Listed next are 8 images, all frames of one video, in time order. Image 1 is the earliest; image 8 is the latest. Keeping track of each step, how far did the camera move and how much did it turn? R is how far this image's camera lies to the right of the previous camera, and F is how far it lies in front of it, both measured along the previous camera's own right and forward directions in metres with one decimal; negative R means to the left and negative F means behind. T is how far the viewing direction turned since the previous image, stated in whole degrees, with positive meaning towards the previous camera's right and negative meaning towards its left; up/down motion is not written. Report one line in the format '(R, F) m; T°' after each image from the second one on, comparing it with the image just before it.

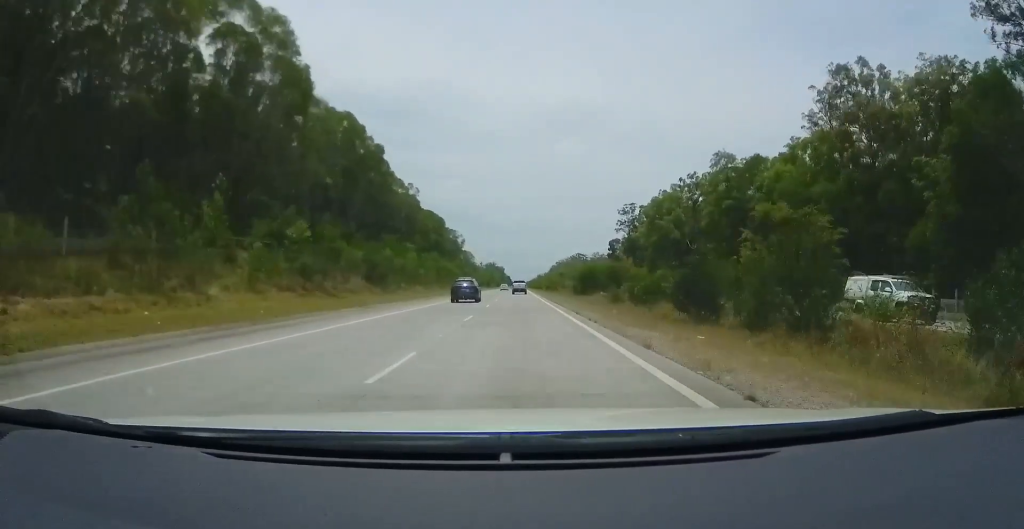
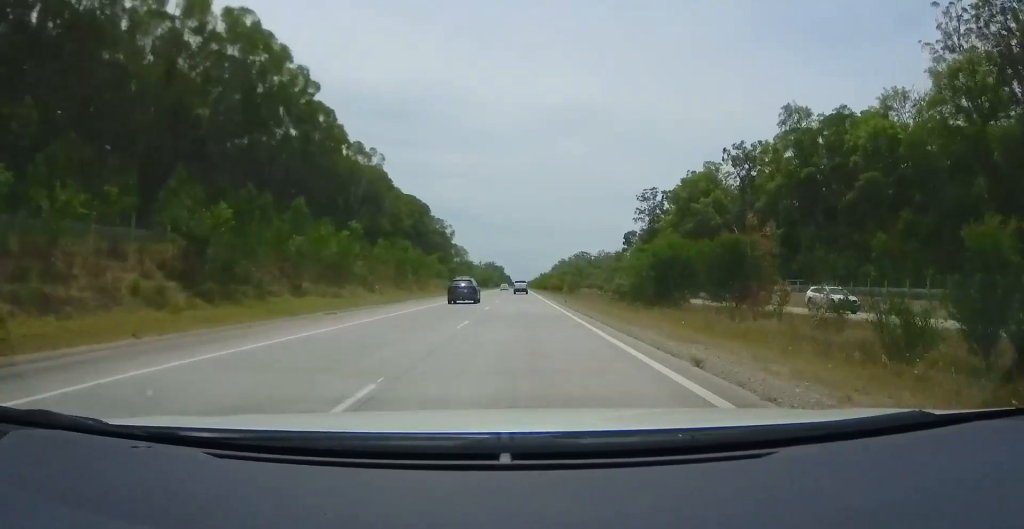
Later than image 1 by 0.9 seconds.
(+0.2, +27.8) m; 0°
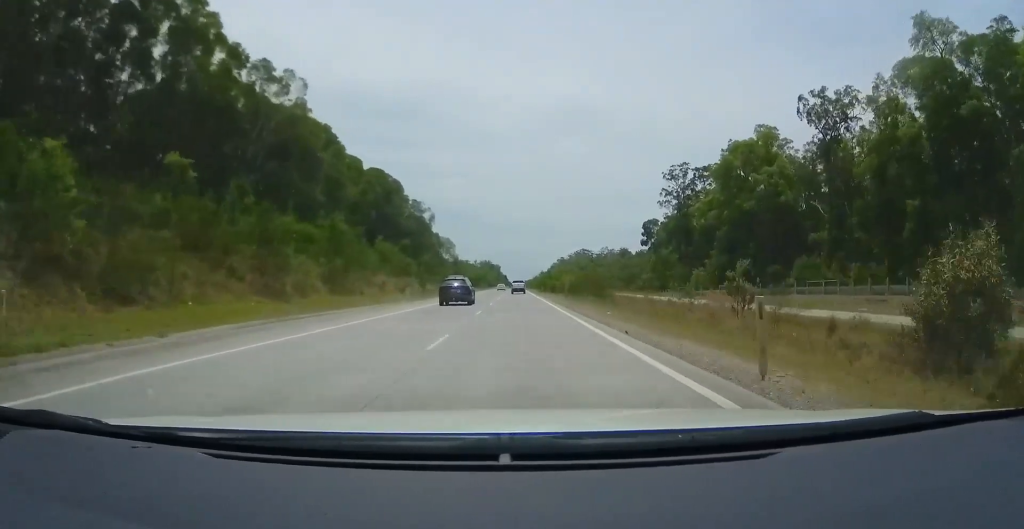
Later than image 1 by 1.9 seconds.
(-0.2, +29.1) m; -1°
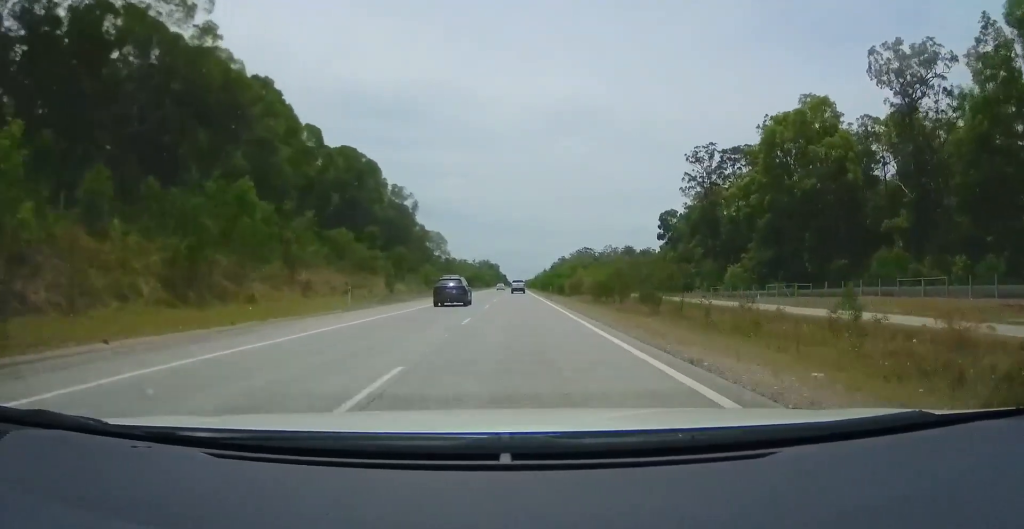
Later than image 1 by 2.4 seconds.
(-0.1, +17.0) m; 0°
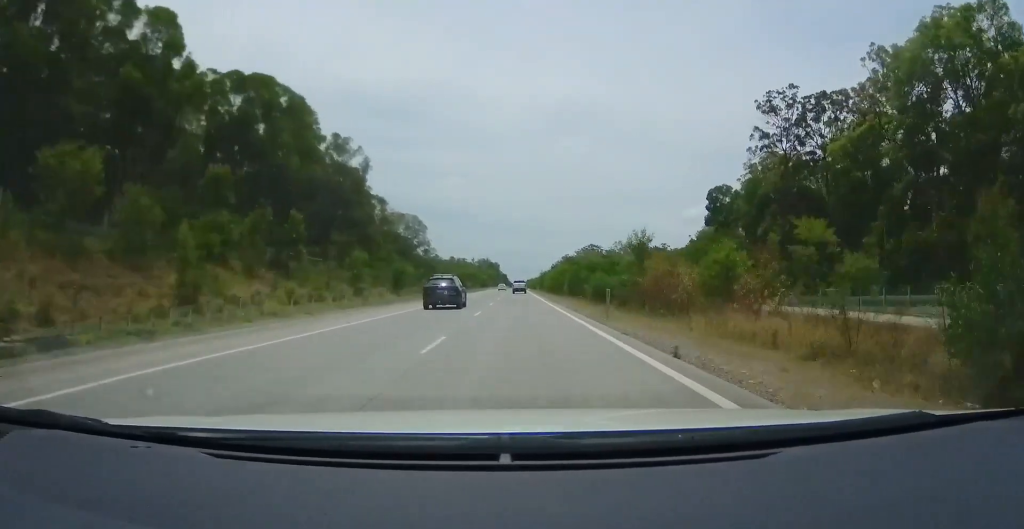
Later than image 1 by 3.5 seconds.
(+0.1, +31.5) m; +1°
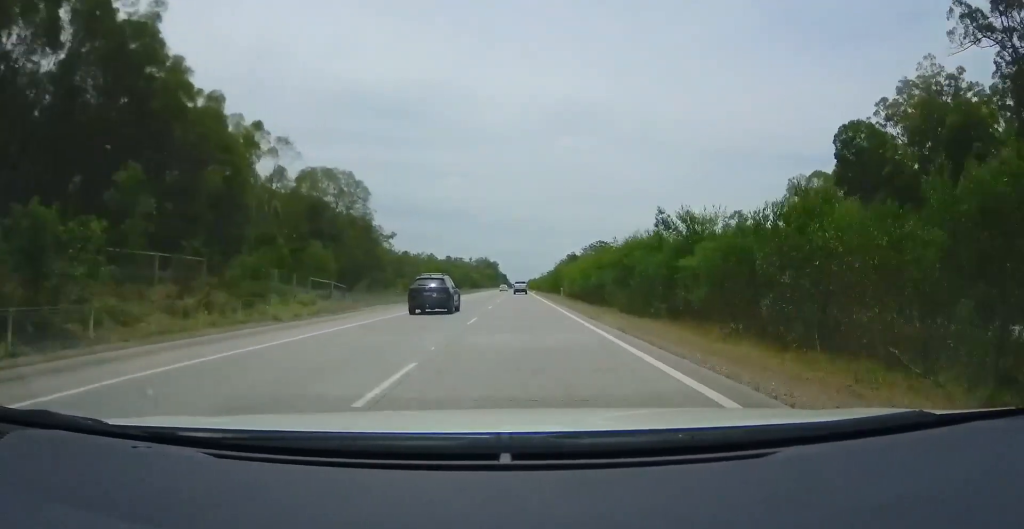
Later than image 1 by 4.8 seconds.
(+0.2, +39.9) m; 0°
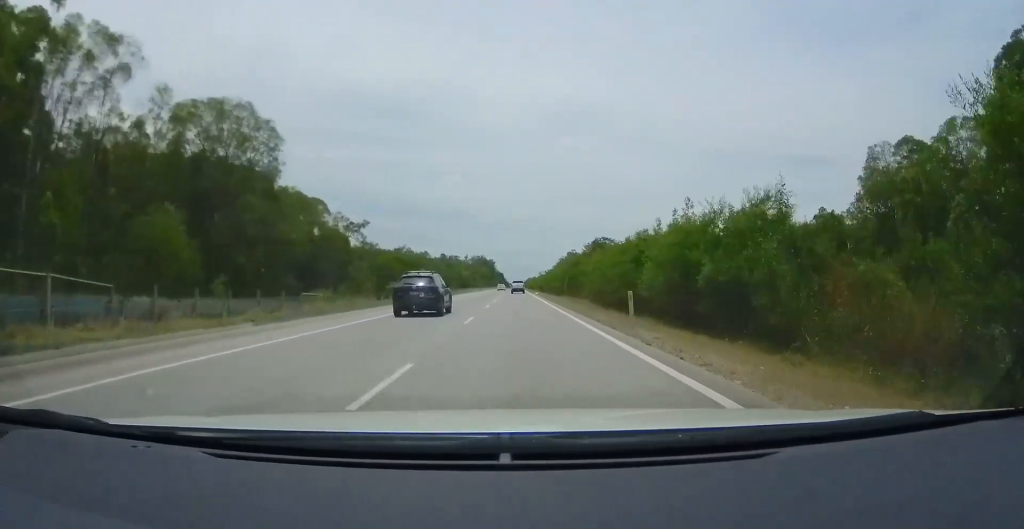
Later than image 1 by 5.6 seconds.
(-0.1, +24.1) m; 0°
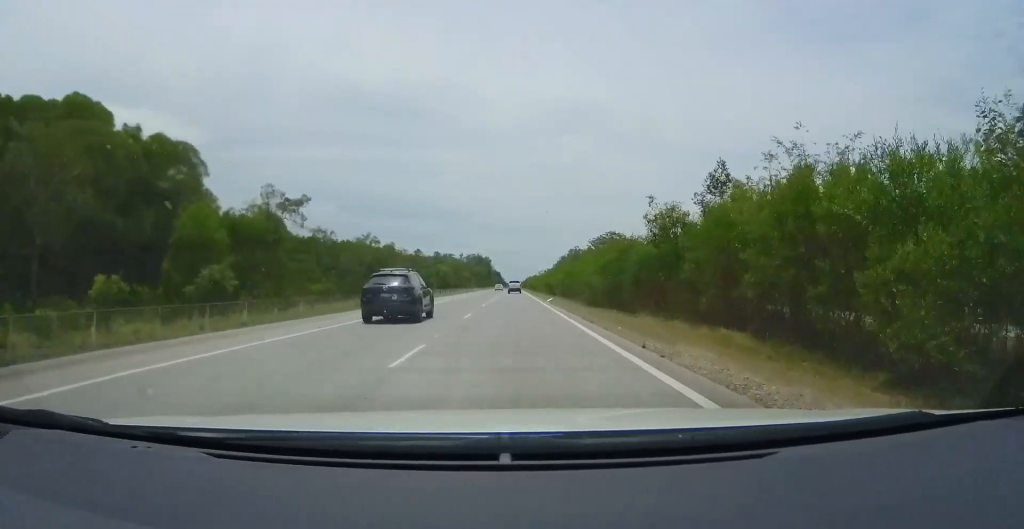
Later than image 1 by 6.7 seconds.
(+0.3, +33.7) m; +1°
